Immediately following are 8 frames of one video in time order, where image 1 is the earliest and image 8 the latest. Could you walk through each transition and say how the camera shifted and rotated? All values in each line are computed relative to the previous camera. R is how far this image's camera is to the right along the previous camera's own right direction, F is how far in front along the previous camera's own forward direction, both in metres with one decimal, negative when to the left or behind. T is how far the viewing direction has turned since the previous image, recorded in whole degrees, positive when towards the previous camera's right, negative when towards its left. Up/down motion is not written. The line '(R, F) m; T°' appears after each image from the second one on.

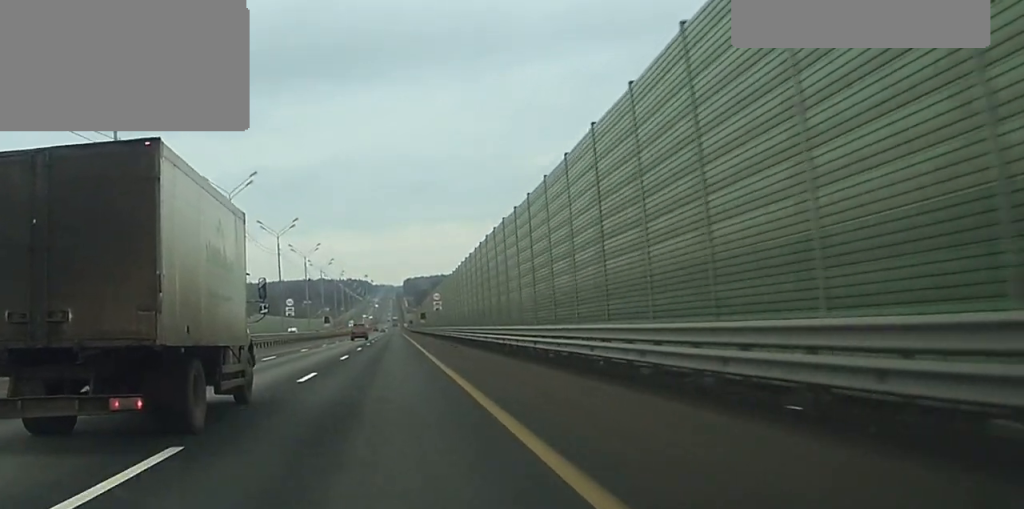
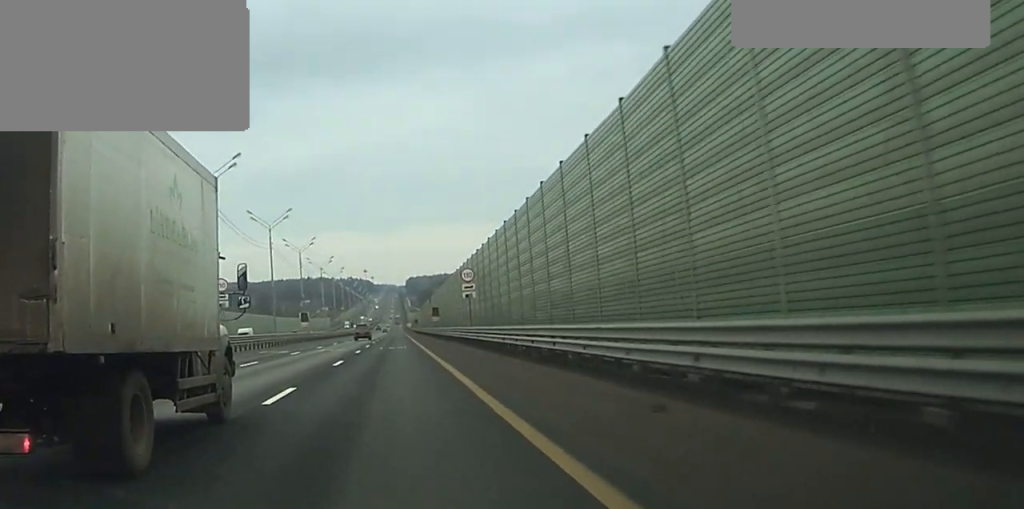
(-0.2, +38.8) m; 0°
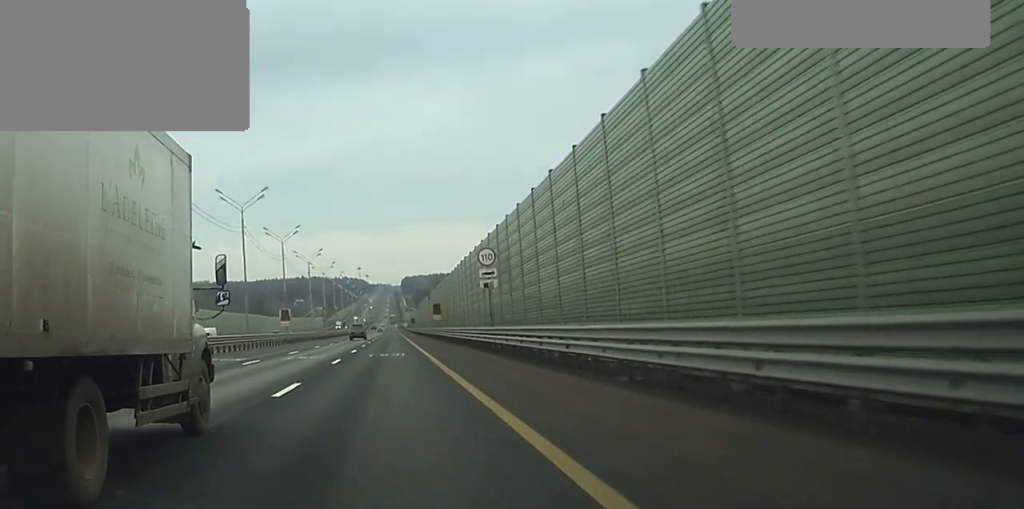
(0.0, +14.5) m; 0°
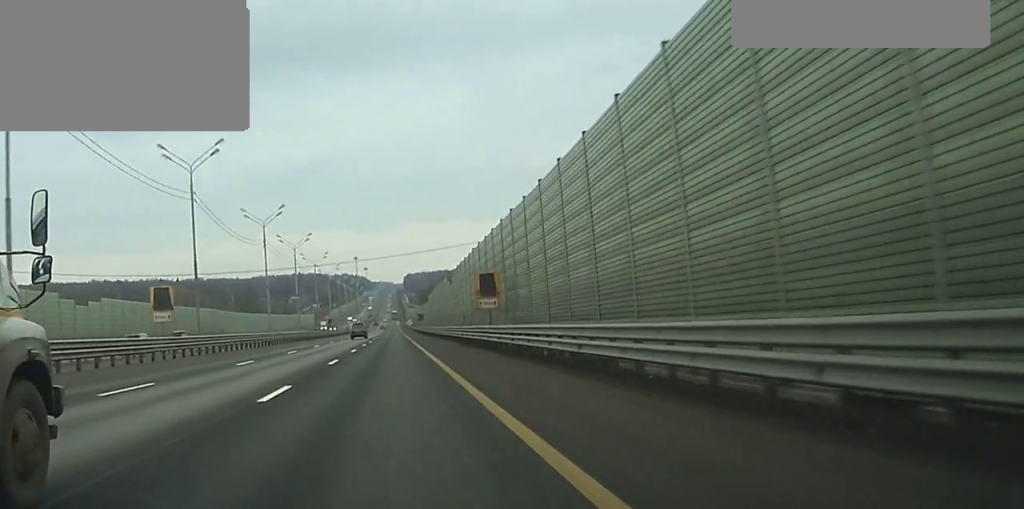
(-0.1, +49.9) m; 0°
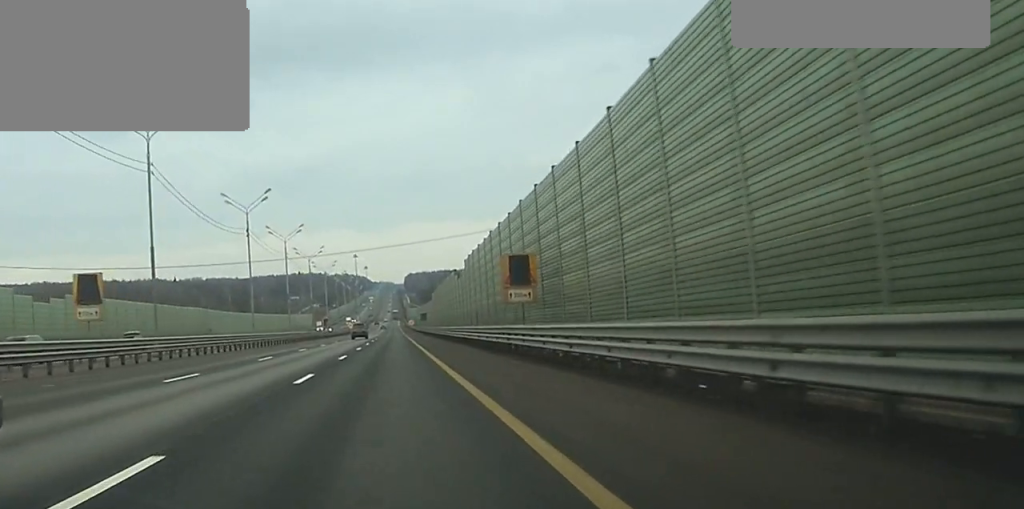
(0.0, +10.9) m; -1°
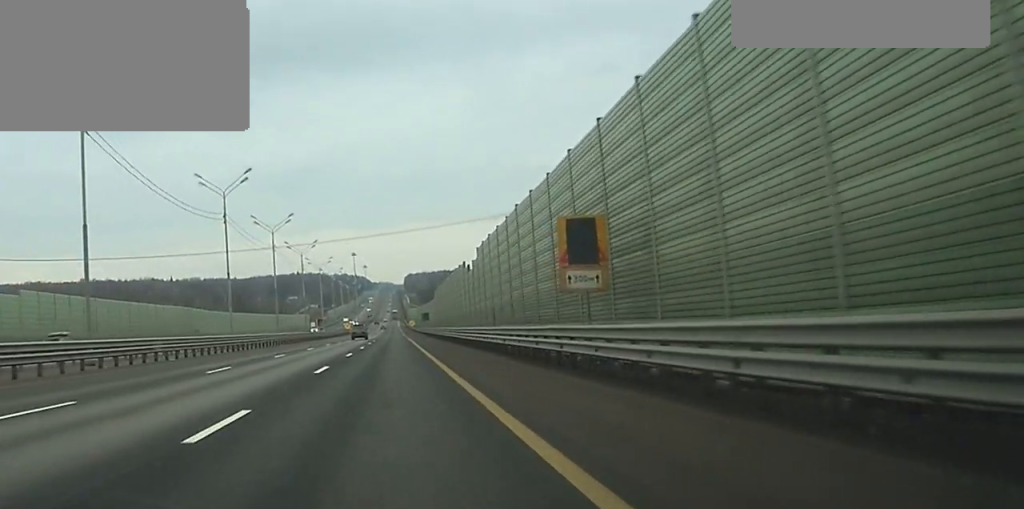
(+0.1, +10.9) m; -1°
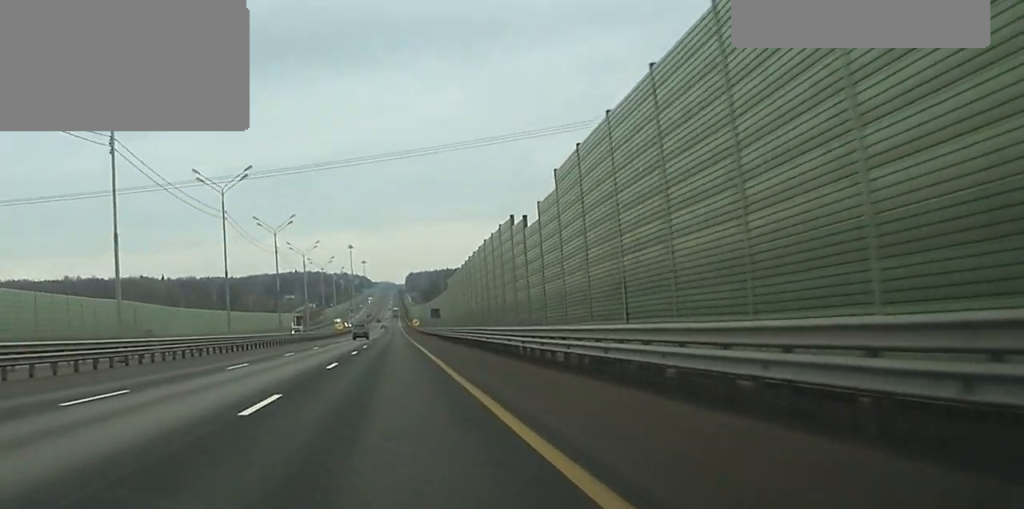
(-0.6, +29.1) m; +1°
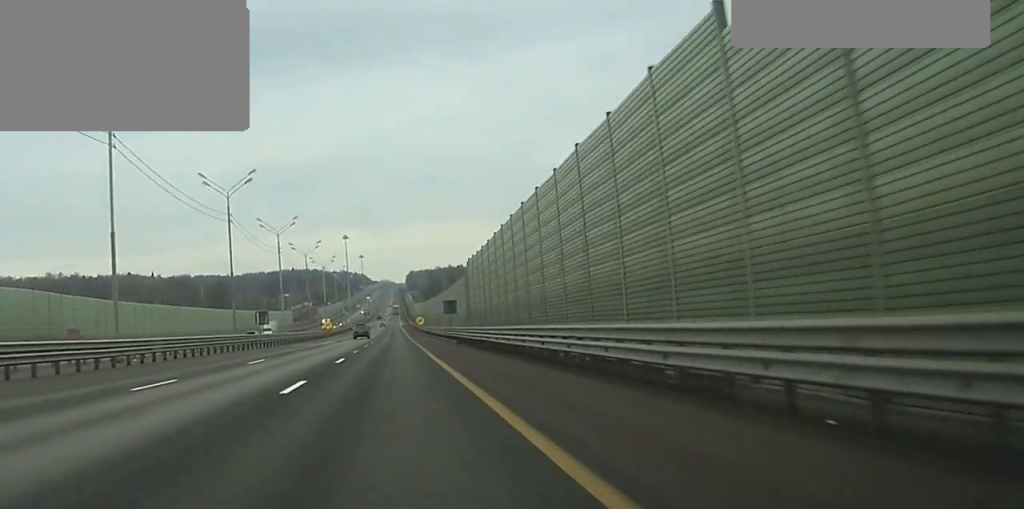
(+1.3, +28.1) m; +1°
